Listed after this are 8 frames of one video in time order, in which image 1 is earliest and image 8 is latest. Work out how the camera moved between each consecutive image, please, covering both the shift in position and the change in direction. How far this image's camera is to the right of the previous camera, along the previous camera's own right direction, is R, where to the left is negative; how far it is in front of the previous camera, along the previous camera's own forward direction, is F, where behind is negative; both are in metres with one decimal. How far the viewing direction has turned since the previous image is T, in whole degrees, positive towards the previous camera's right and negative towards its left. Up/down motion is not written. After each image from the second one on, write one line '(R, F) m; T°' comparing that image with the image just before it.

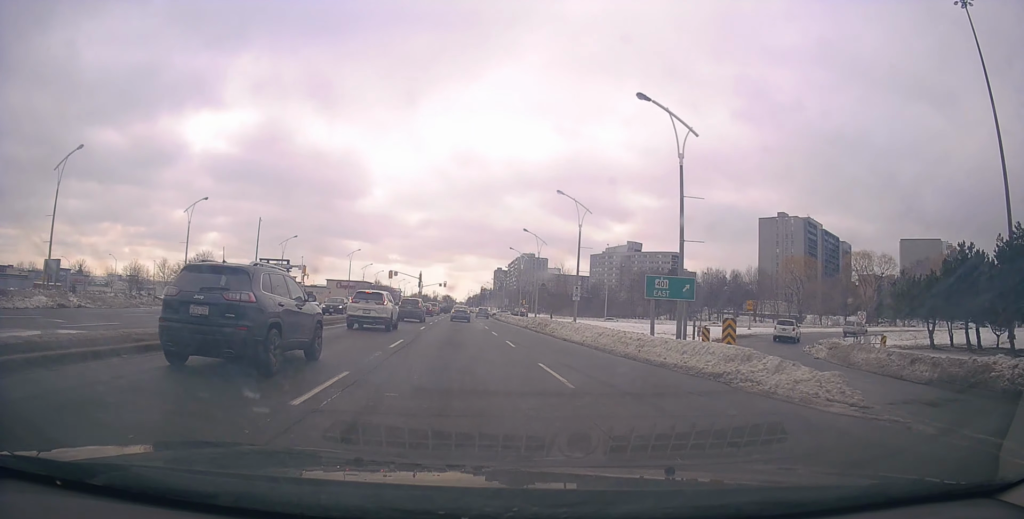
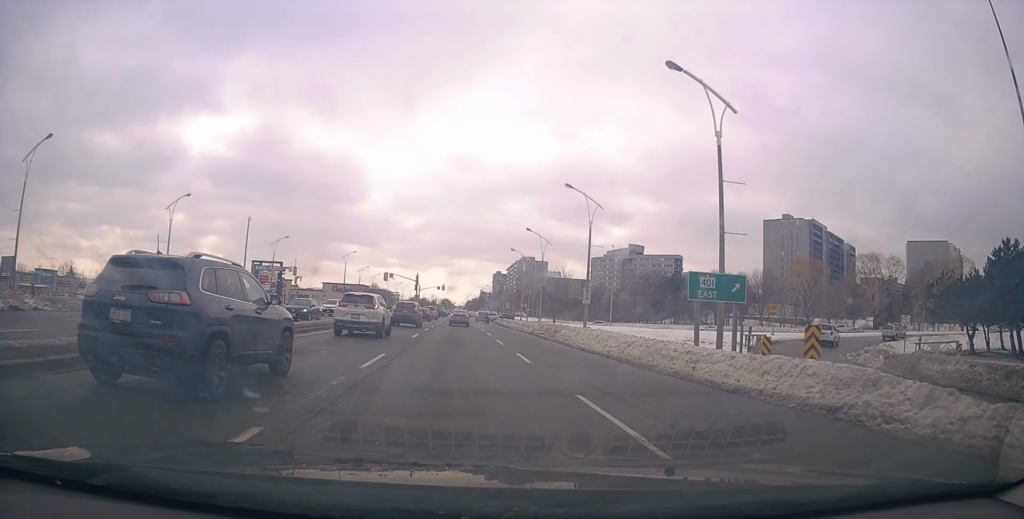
(0.0, +5.0) m; +1°
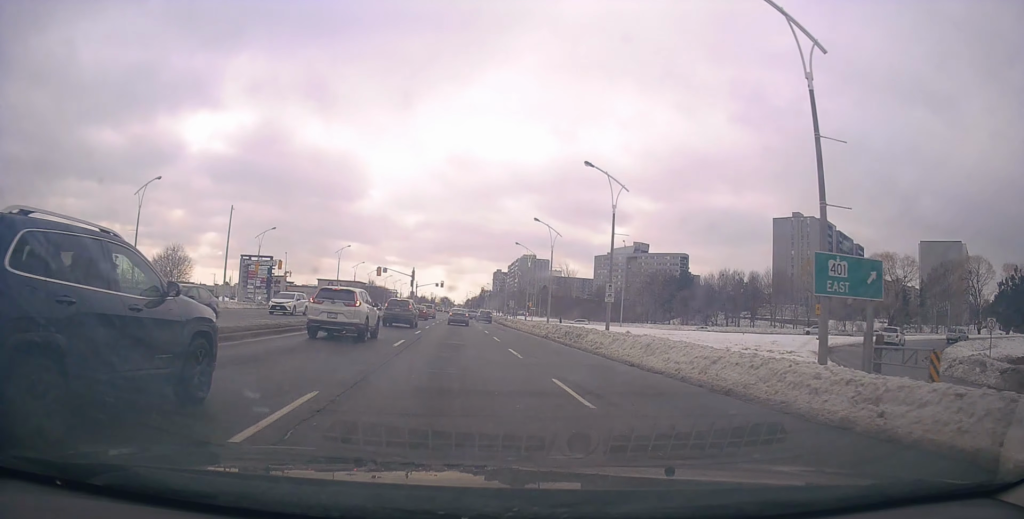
(+0.2, +7.1) m; 0°
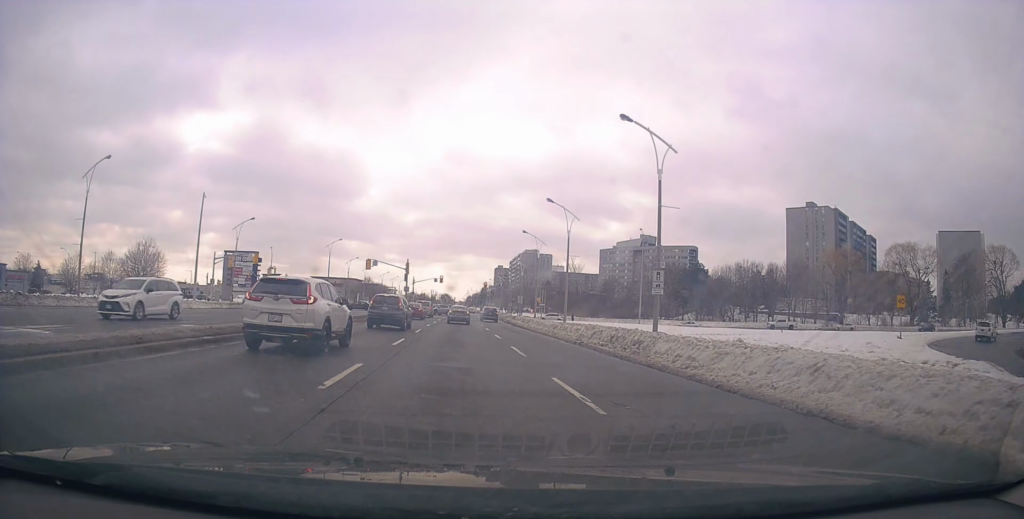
(-0.1, +9.5) m; -1°
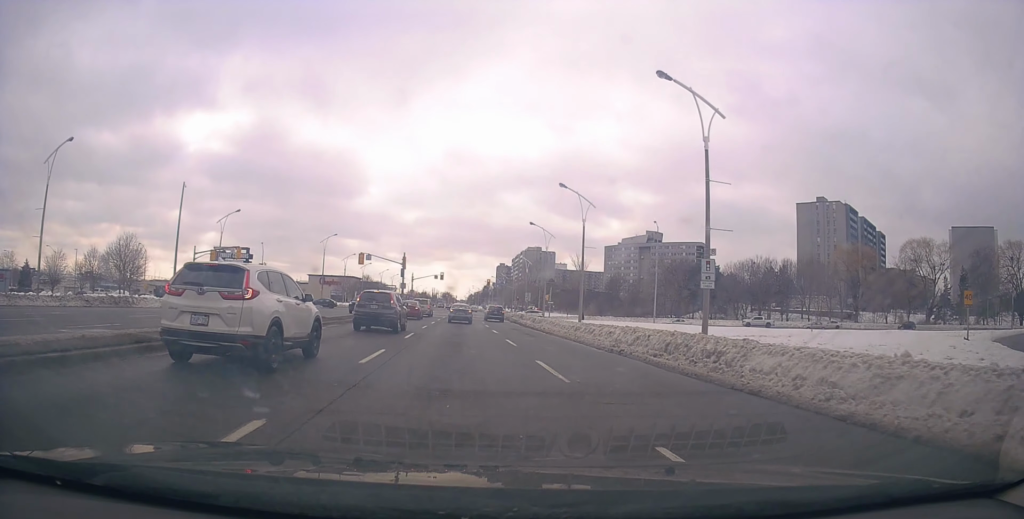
(0.0, +5.8) m; -1°
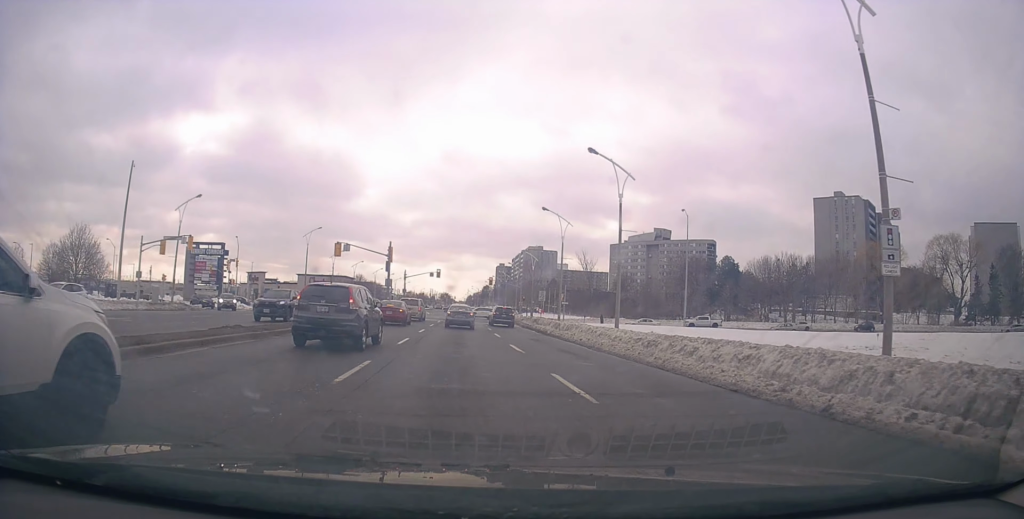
(-0.1, +11.1) m; -1°
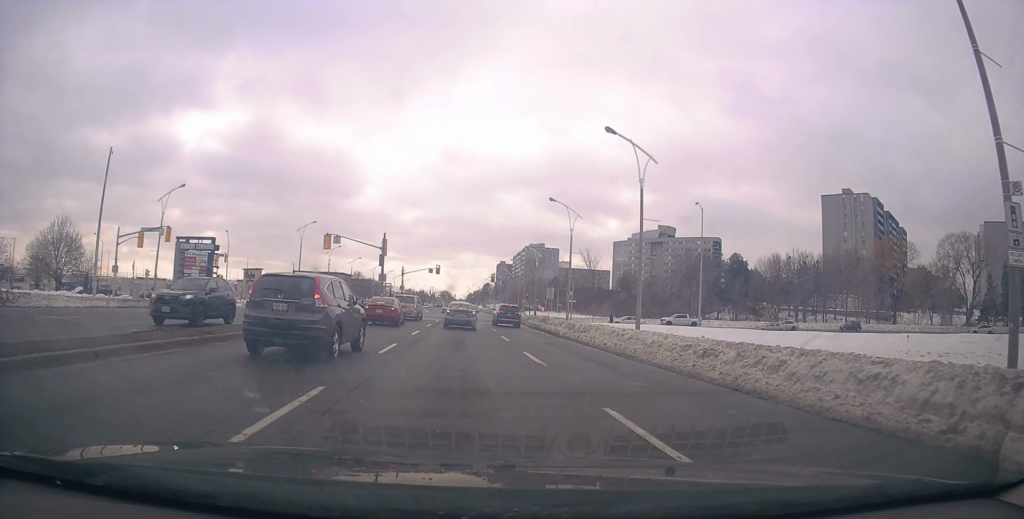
(0.0, +4.4) m; 0°
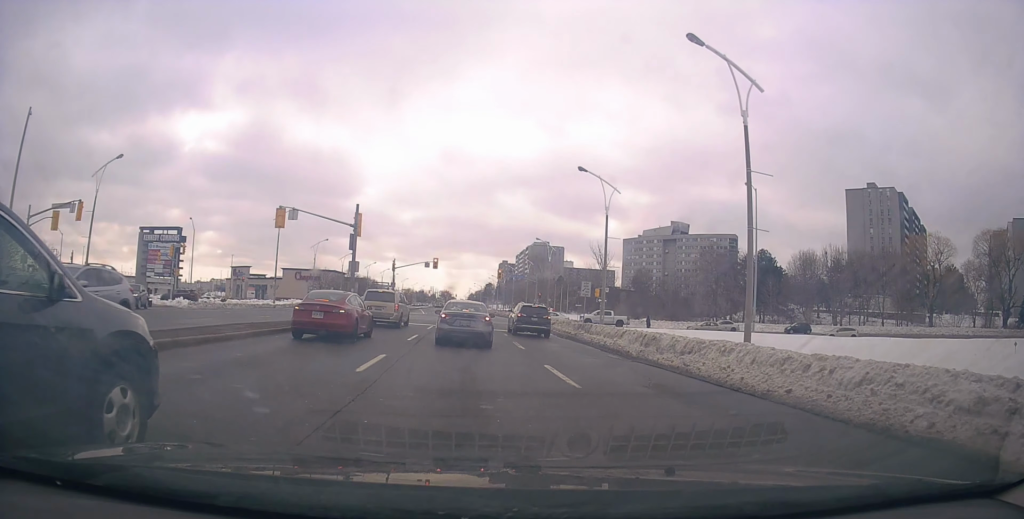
(0.0, +14.9) m; -2°
